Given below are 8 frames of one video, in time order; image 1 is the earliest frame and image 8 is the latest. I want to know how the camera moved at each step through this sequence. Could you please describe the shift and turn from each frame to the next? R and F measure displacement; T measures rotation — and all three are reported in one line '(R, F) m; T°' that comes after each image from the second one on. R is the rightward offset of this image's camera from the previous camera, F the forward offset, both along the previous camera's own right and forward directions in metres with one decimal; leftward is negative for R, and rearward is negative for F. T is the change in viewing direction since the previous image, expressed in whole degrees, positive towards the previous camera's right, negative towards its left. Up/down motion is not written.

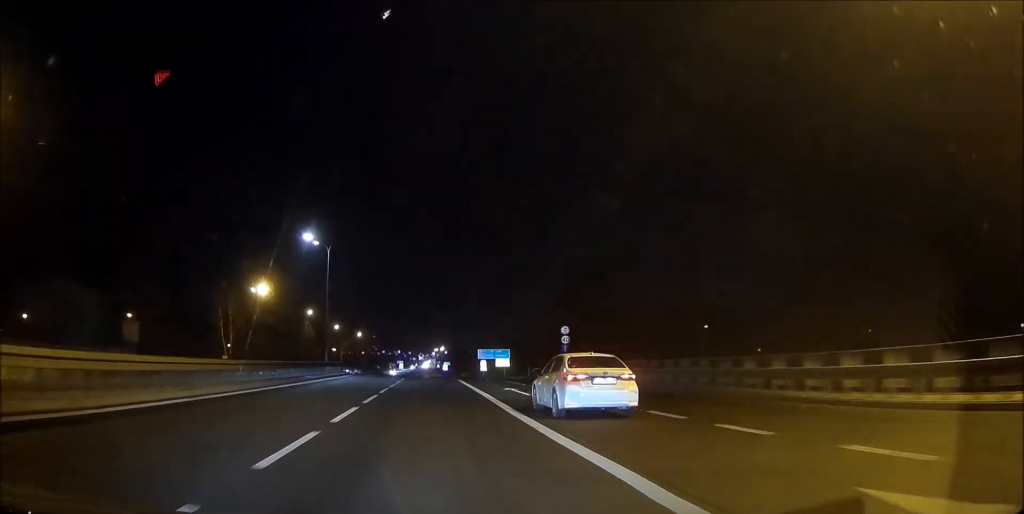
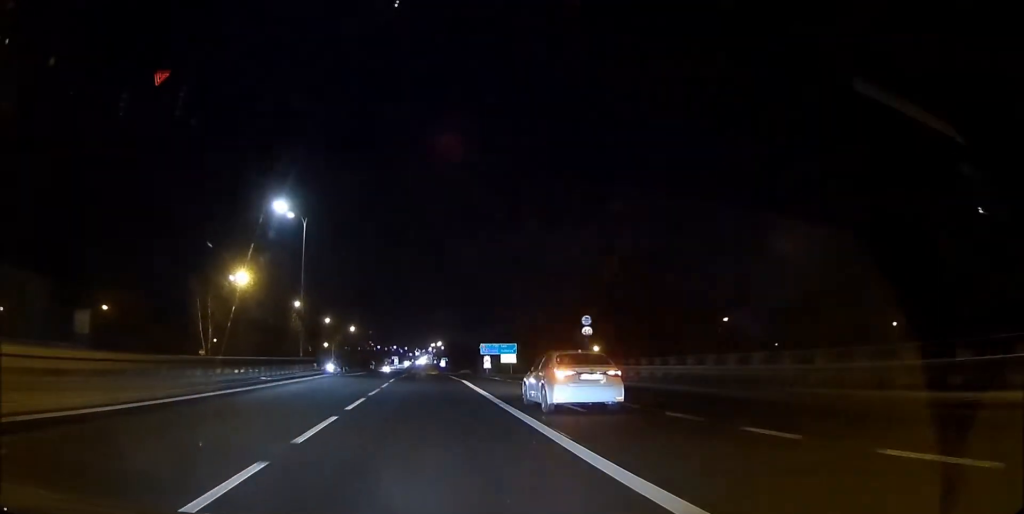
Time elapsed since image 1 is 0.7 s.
(0.0, +9.3) m; 0°
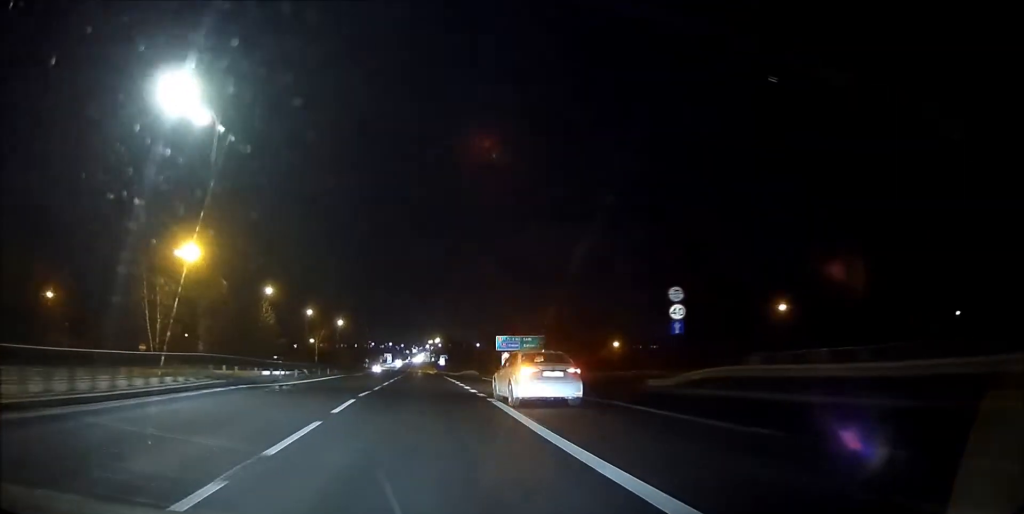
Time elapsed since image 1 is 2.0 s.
(0.0, +19.0) m; +1°
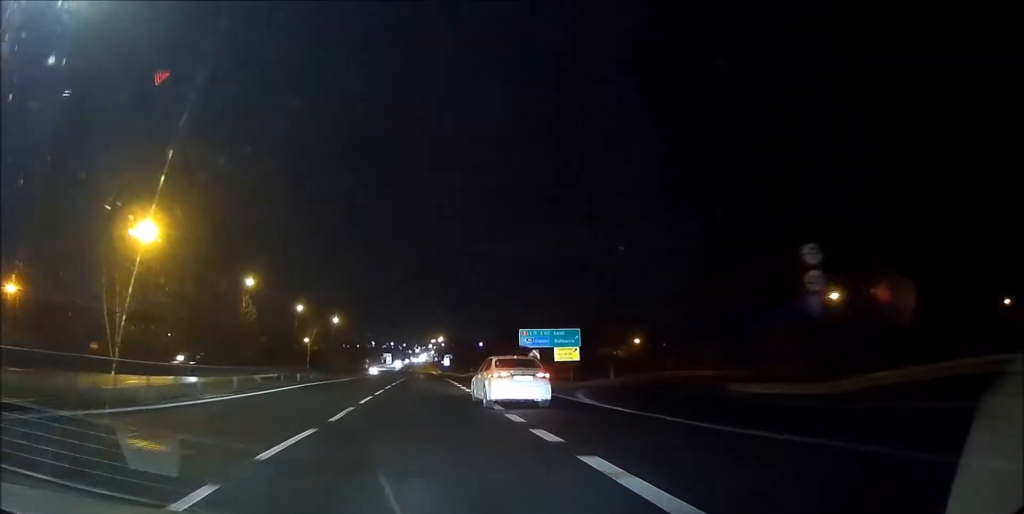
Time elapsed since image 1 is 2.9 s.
(+0.1, +12.0) m; +1°
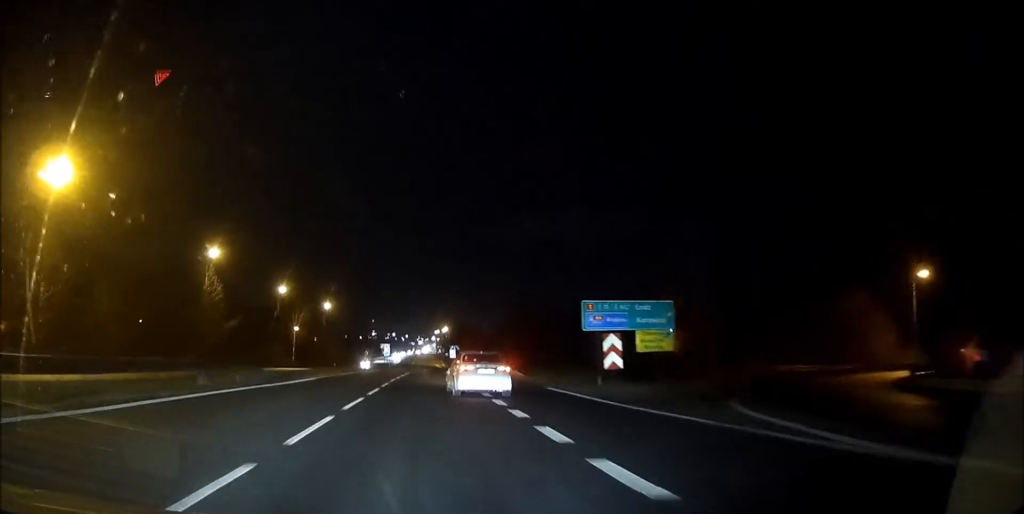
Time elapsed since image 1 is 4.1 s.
(+0.1, +16.2) m; 0°
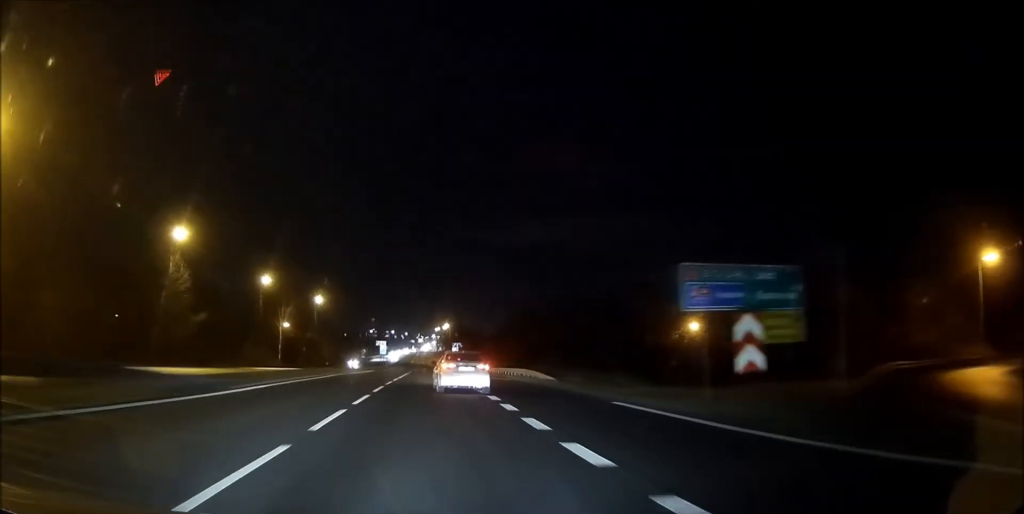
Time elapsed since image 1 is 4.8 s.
(-0.1, +10.2) m; 0°
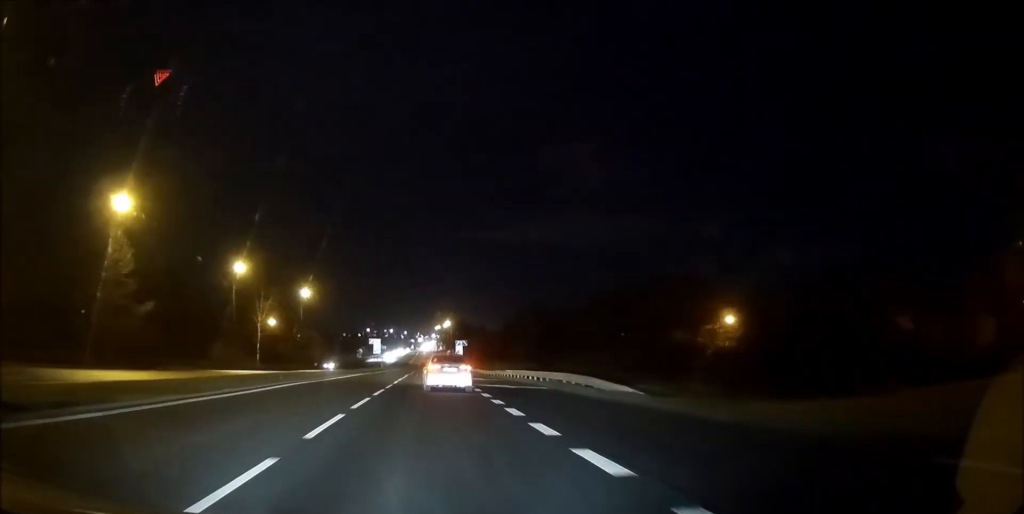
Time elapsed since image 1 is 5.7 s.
(0.0, +12.5) m; 0°
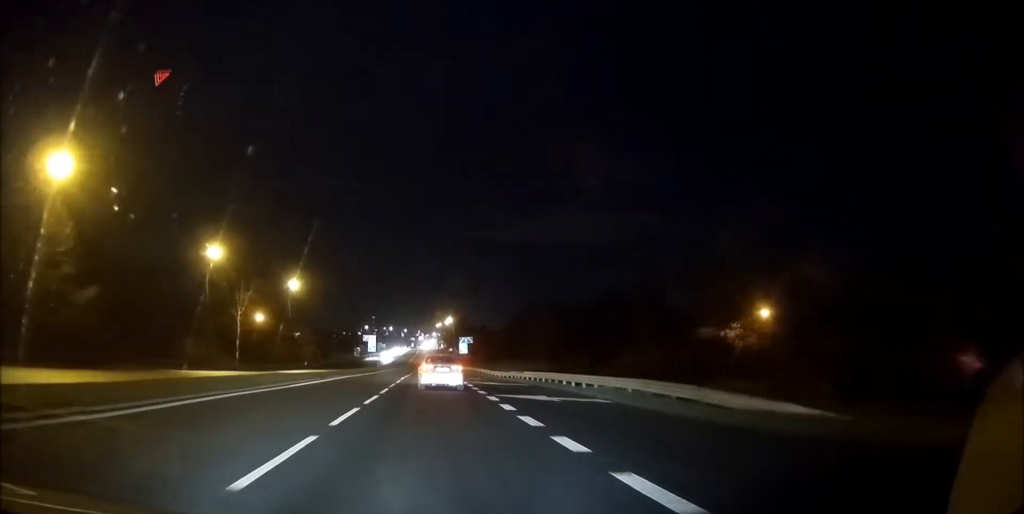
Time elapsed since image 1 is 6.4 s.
(0.0, +9.7) m; 0°
